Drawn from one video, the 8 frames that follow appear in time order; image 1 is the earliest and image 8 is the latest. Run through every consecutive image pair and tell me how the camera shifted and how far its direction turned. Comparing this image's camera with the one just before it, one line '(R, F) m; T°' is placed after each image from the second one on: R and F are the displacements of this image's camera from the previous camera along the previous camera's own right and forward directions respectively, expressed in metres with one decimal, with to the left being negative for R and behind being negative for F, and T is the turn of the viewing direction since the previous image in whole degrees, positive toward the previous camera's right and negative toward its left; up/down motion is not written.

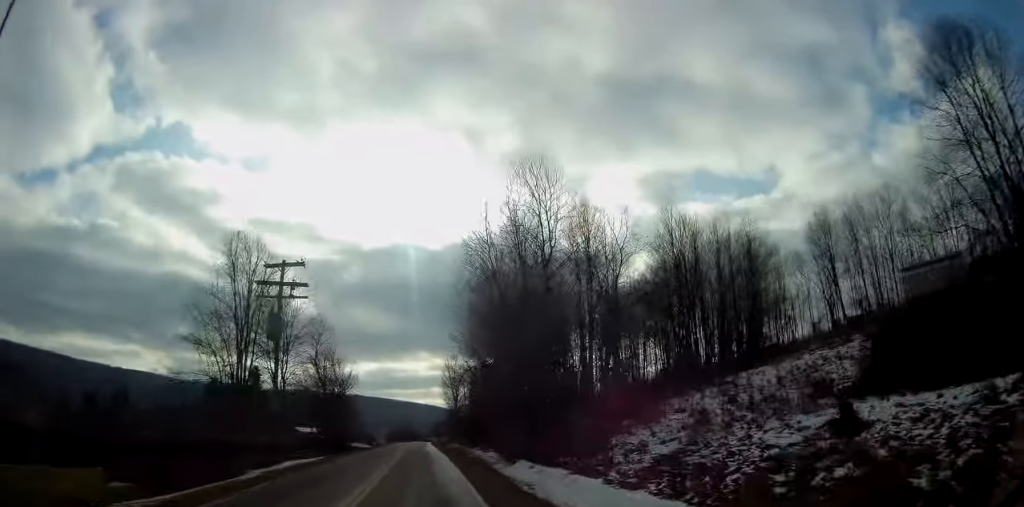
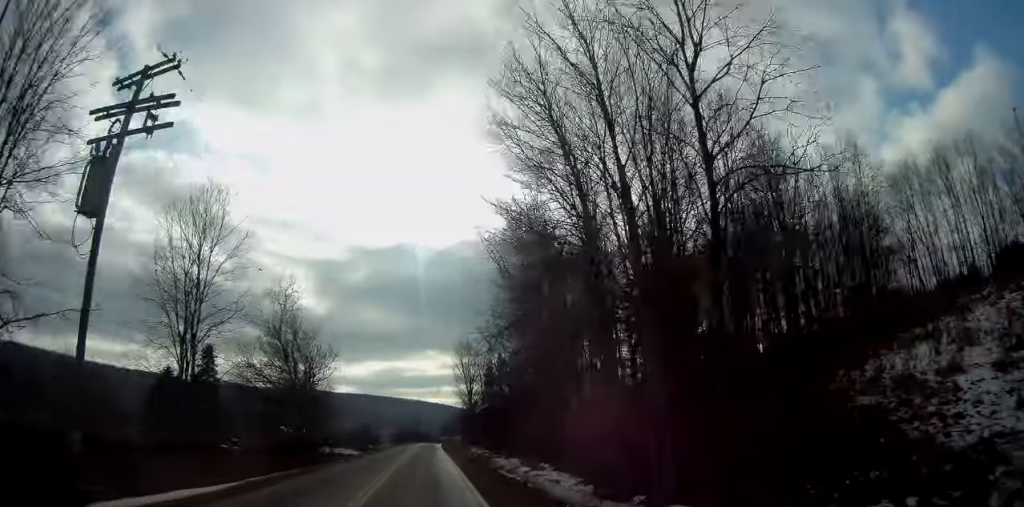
(-0.2, +18.5) m; -1°
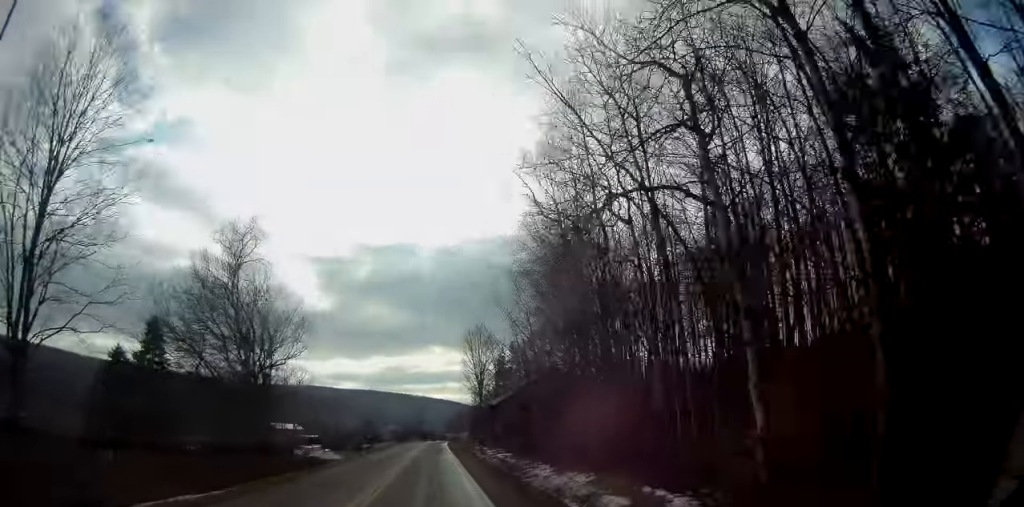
(-0.2, +12.8) m; -1°
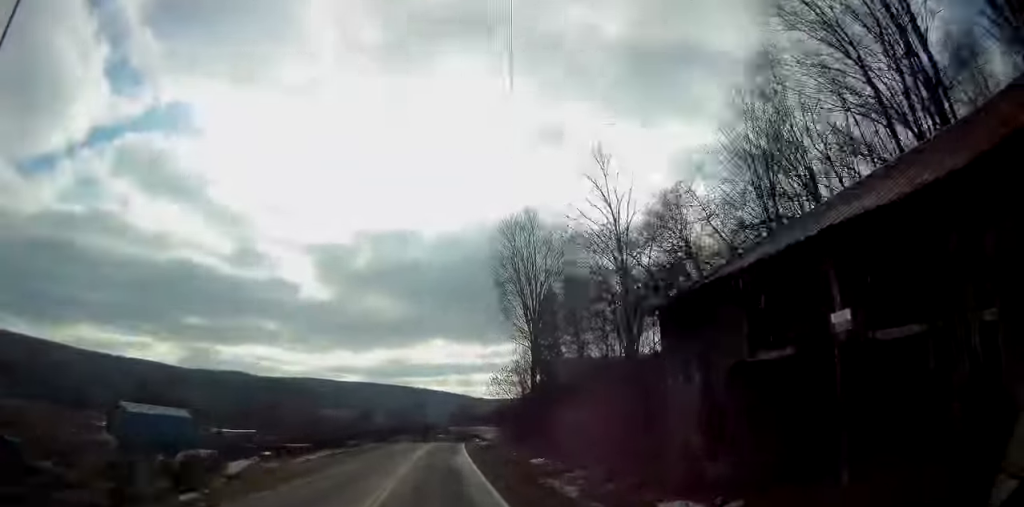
(-0.1, +49.1) m; 0°
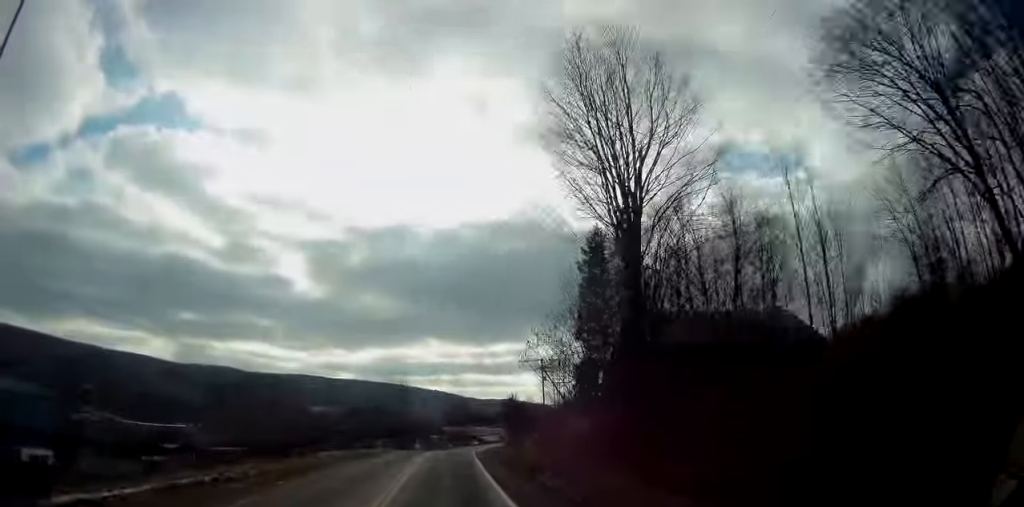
(-0.1, +23.7) m; +1°
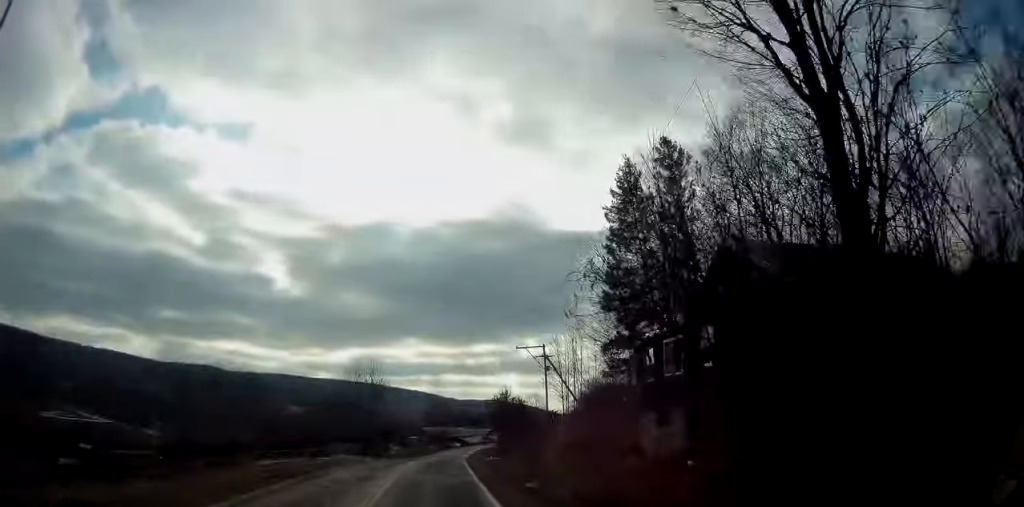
(+0.2, +13.7) m; +1°
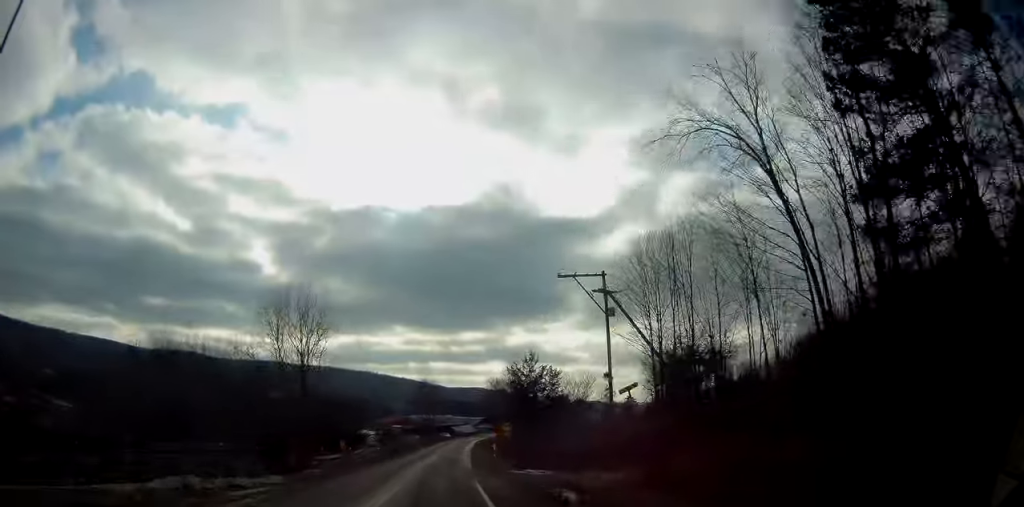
(+0.3, +25.7) m; +1°
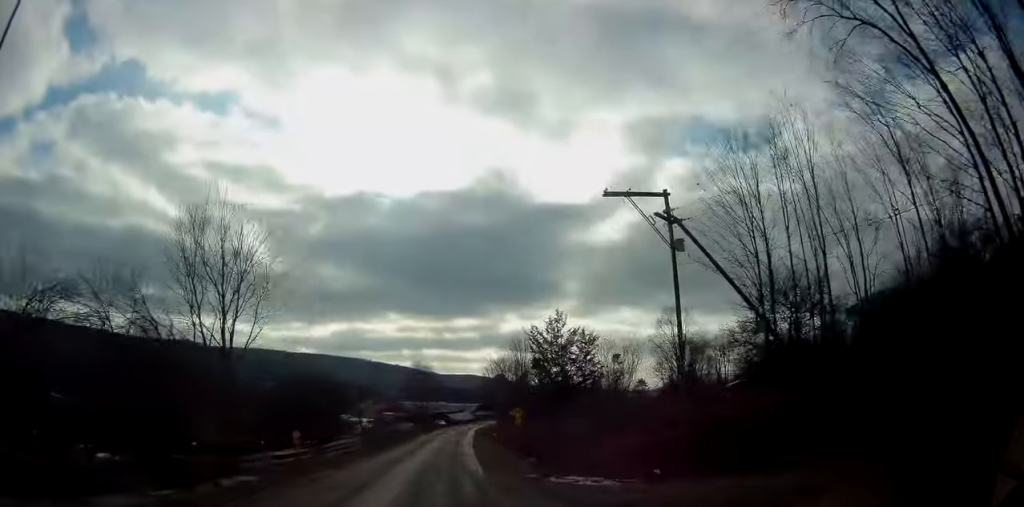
(+0.1, +11.3) m; +1°
